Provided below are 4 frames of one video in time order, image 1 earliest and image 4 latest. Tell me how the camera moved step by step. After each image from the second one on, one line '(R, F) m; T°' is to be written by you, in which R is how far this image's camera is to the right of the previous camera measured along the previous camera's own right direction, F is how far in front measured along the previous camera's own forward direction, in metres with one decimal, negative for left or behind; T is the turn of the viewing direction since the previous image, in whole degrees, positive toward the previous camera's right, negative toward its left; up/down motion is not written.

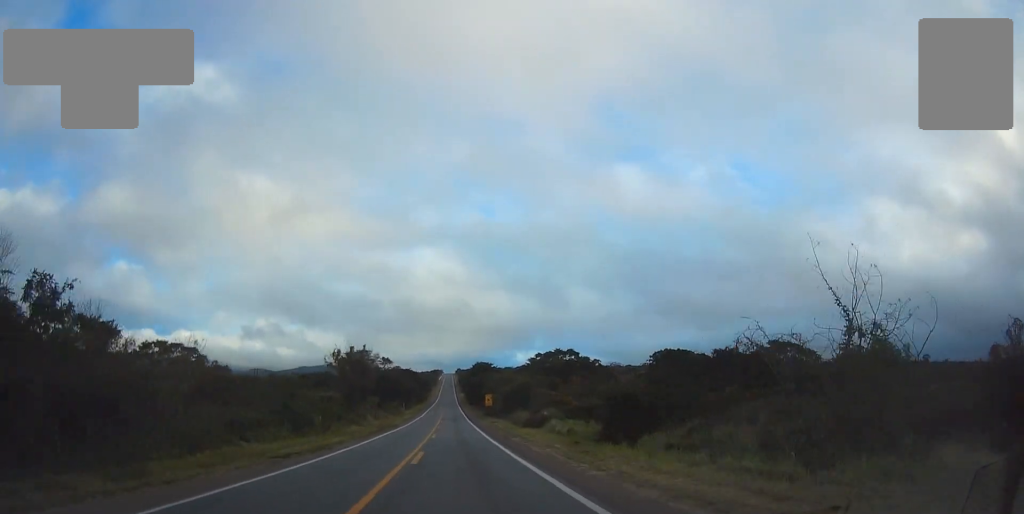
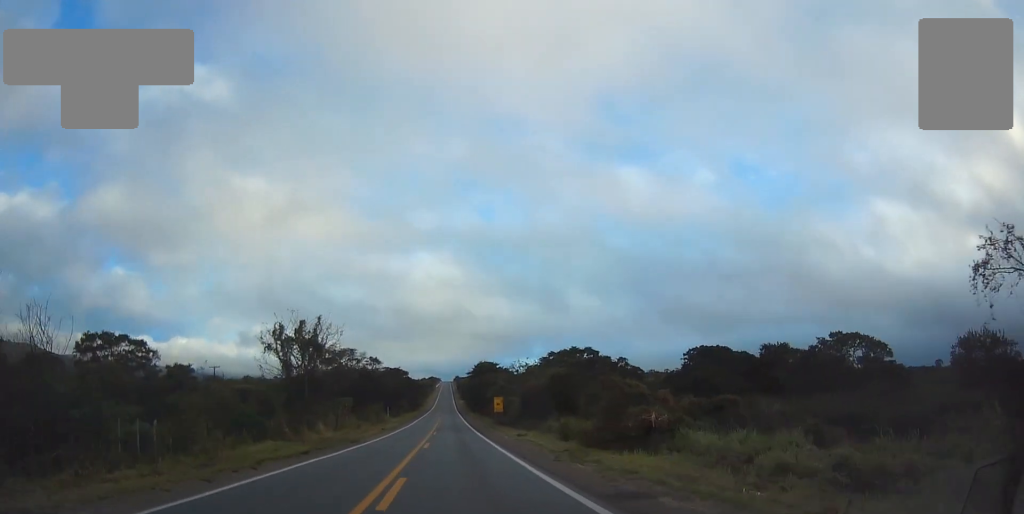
(-0.3, +24.7) m; -1°
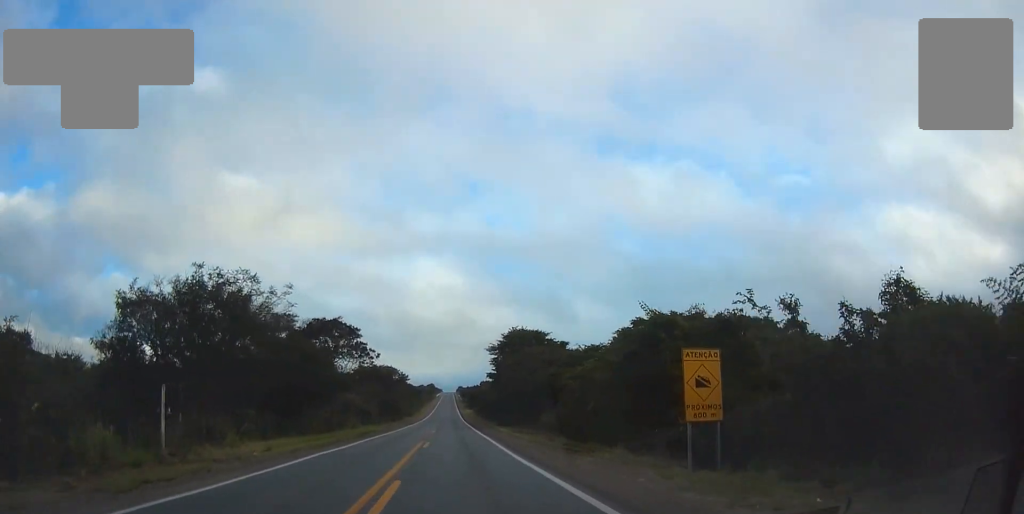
(-0.6, +65.5) m; -1°
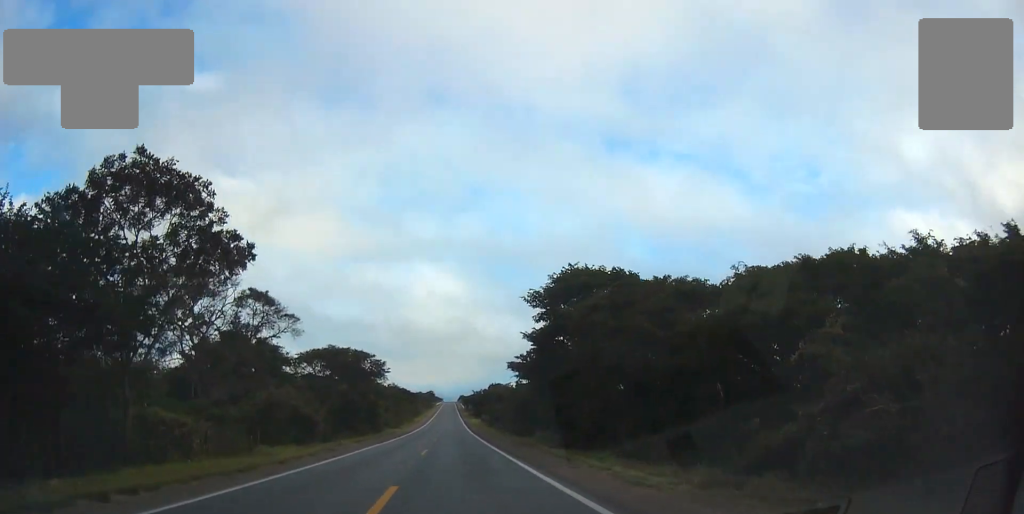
(+0.1, +32.8) m; 0°
